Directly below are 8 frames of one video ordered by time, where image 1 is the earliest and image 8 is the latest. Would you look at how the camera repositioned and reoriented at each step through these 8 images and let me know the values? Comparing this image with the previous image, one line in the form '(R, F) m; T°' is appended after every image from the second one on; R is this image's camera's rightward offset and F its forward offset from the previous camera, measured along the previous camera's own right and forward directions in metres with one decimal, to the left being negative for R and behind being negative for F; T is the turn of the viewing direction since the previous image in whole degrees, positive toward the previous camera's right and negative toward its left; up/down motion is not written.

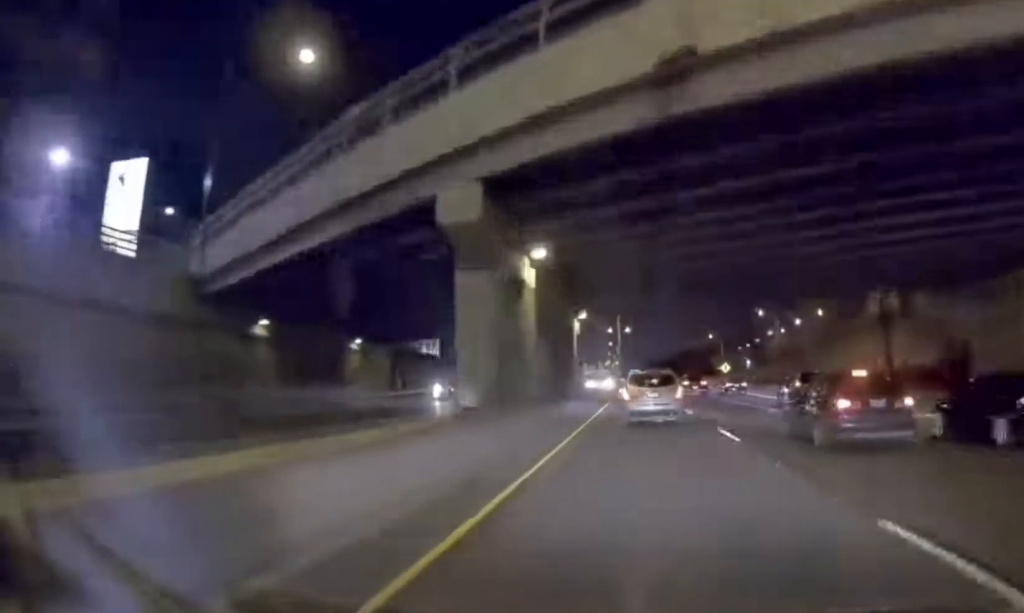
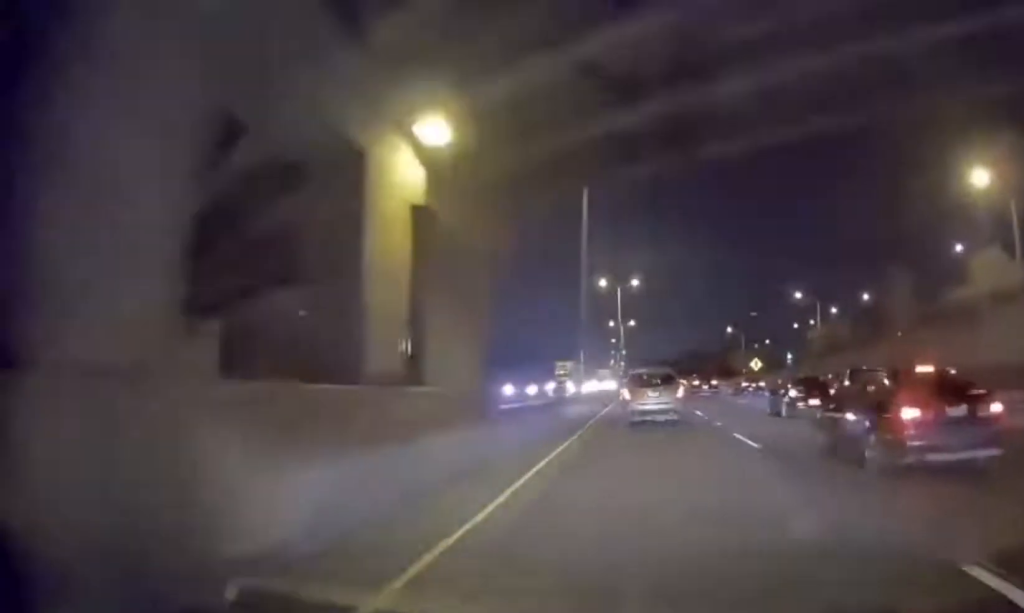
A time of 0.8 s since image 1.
(-0.4, +26.0) m; 0°
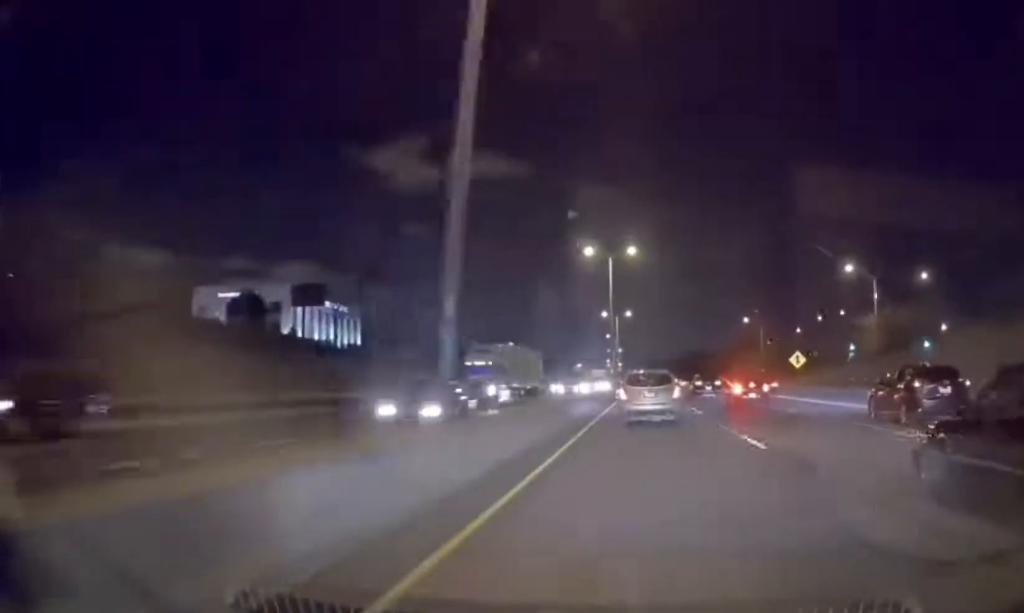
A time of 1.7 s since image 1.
(+0.1, +26.0) m; 0°
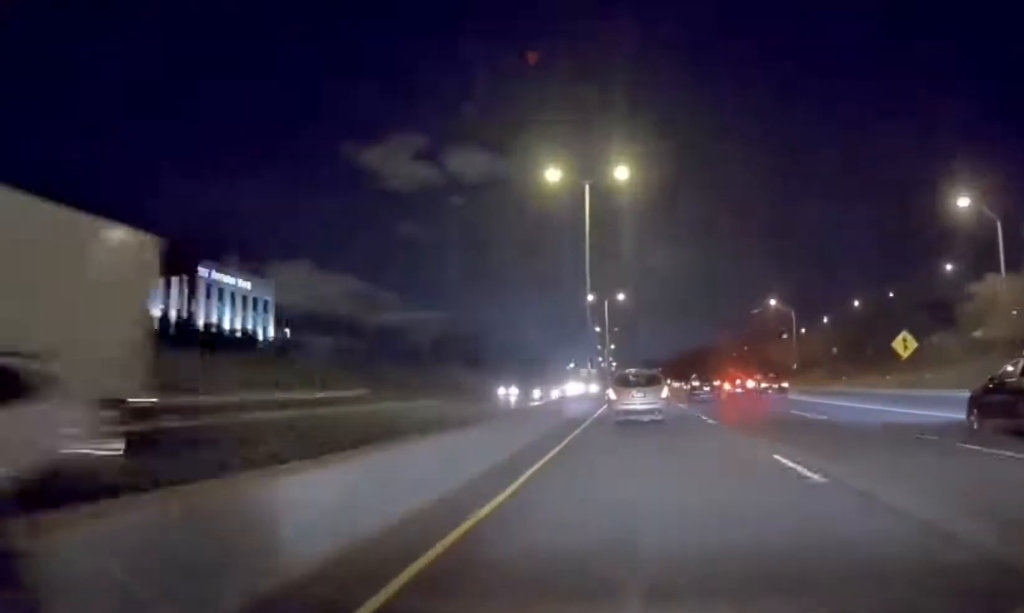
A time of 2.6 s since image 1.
(-0.1, +29.8) m; 0°
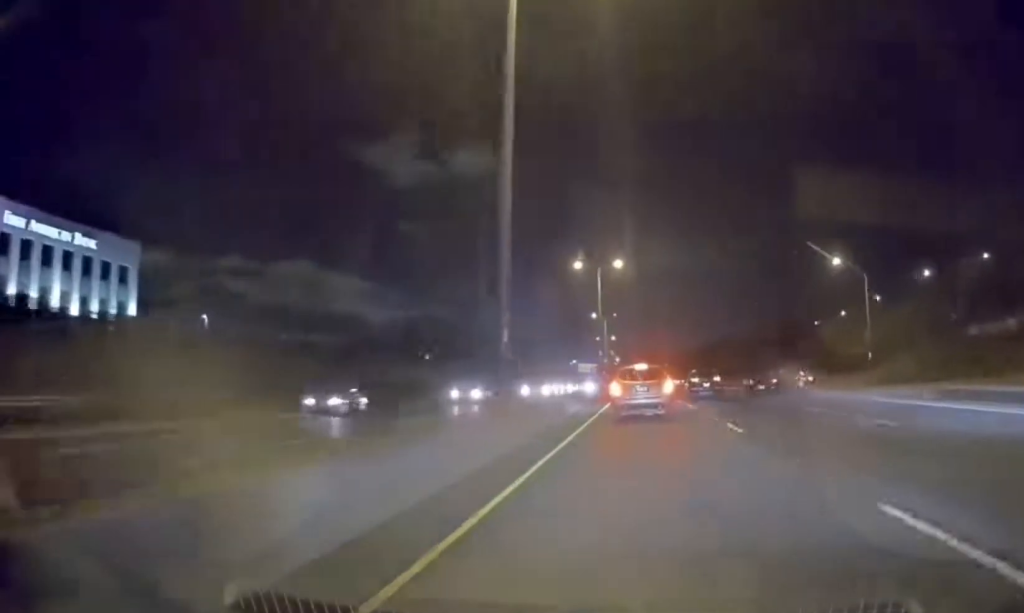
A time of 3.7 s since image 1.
(0.0, +31.1) m; +1°
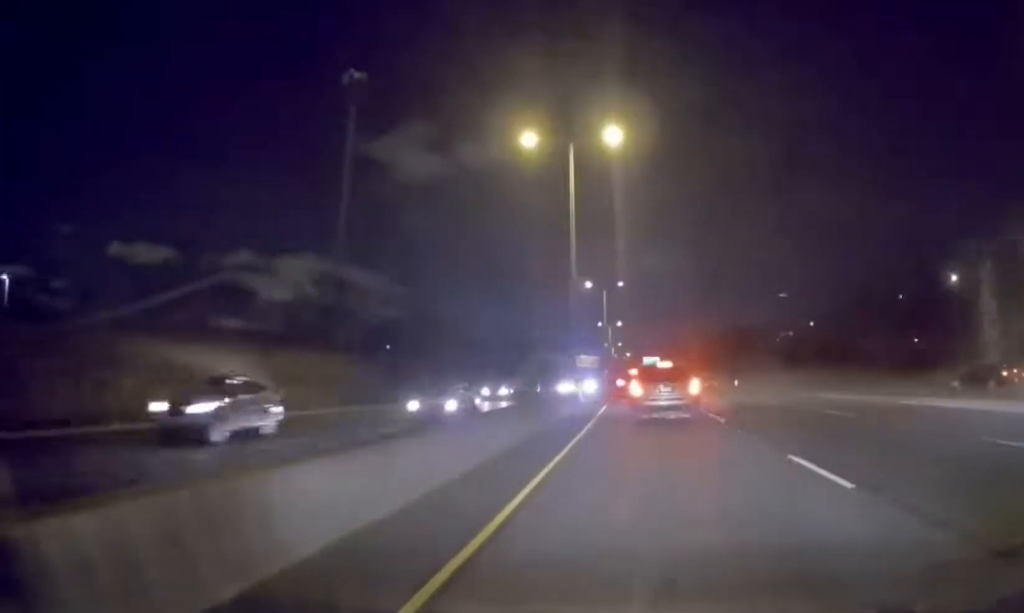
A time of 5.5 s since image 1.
(+0.1, +50.4) m; -1°
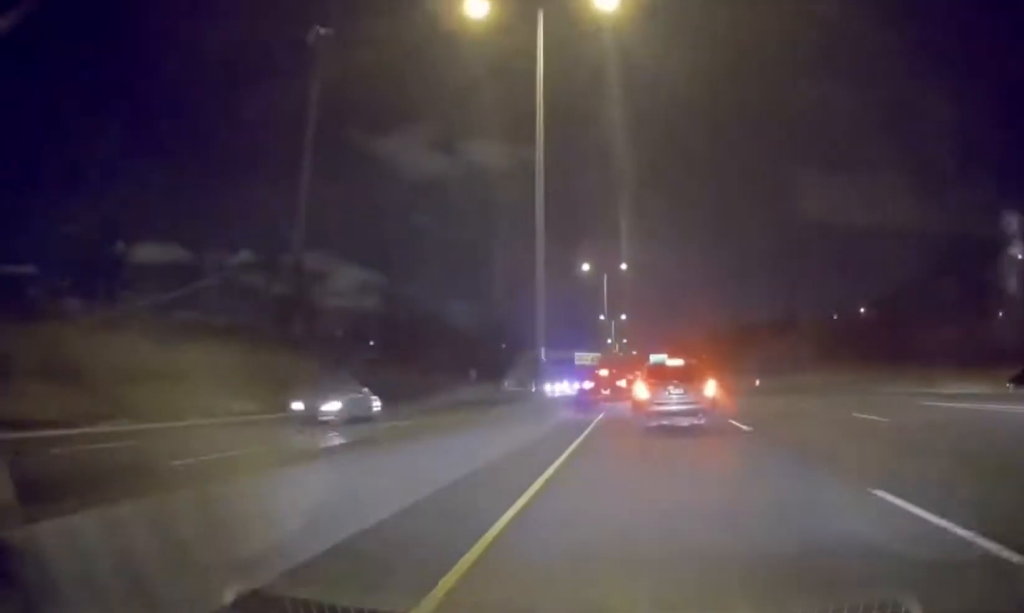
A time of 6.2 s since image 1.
(-0.4, +18.3) m; 0°
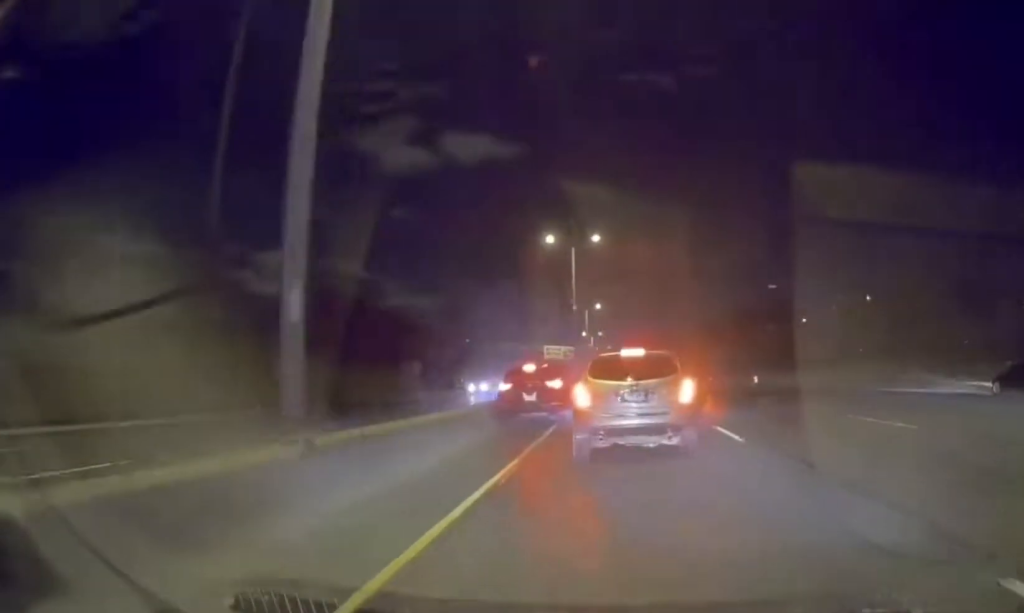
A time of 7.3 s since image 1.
(+0.5, +20.7) m; 0°
